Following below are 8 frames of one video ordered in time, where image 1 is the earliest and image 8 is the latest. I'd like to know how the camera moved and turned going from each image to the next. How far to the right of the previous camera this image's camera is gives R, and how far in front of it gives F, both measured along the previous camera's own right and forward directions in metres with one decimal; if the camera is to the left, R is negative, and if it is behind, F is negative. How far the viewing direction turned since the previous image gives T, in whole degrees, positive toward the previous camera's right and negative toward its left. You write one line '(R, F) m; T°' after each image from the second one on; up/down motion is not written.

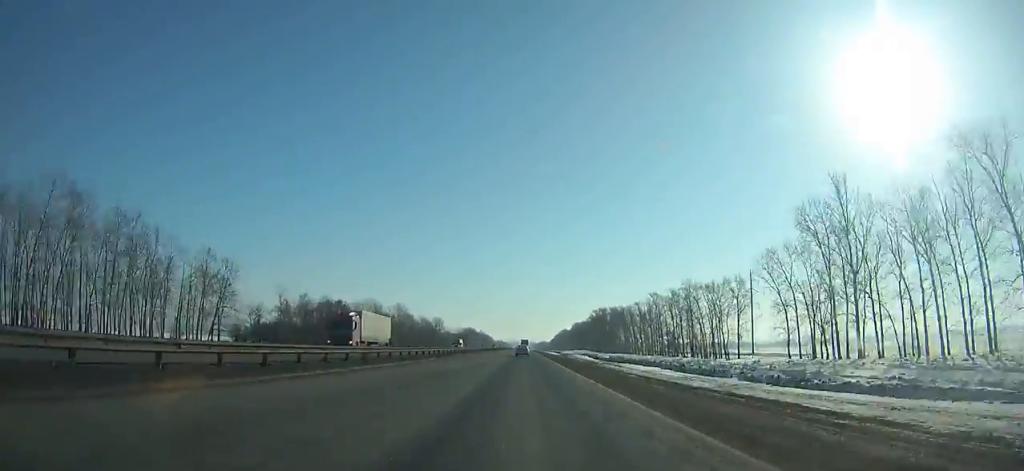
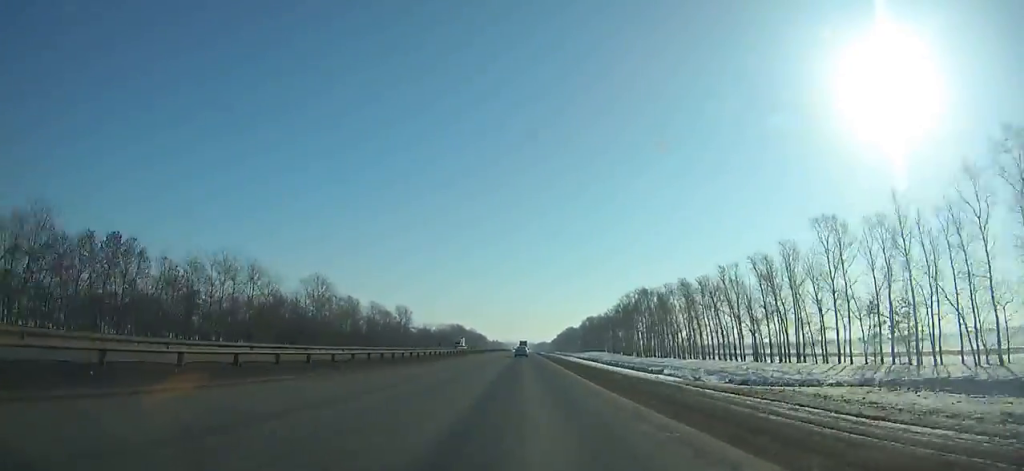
(0.0, +95.1) m; 0°
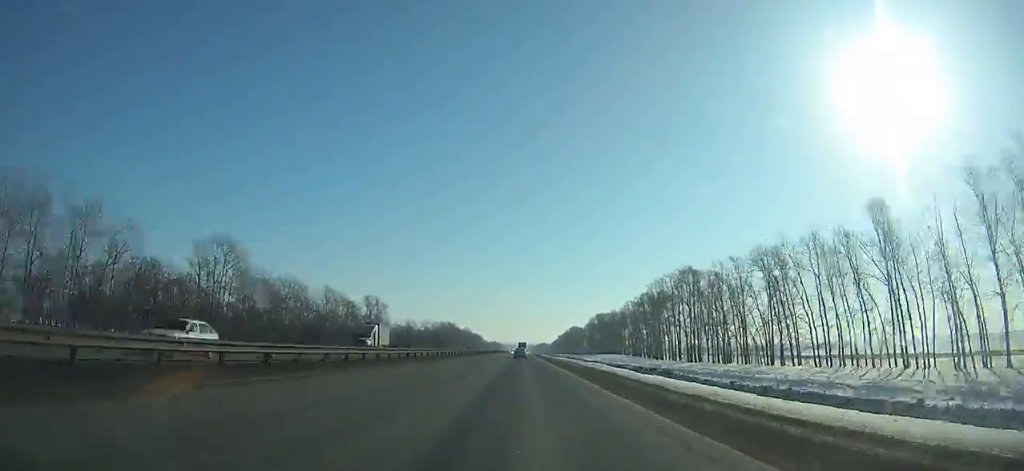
(+0.1, +49.2) m; 0°
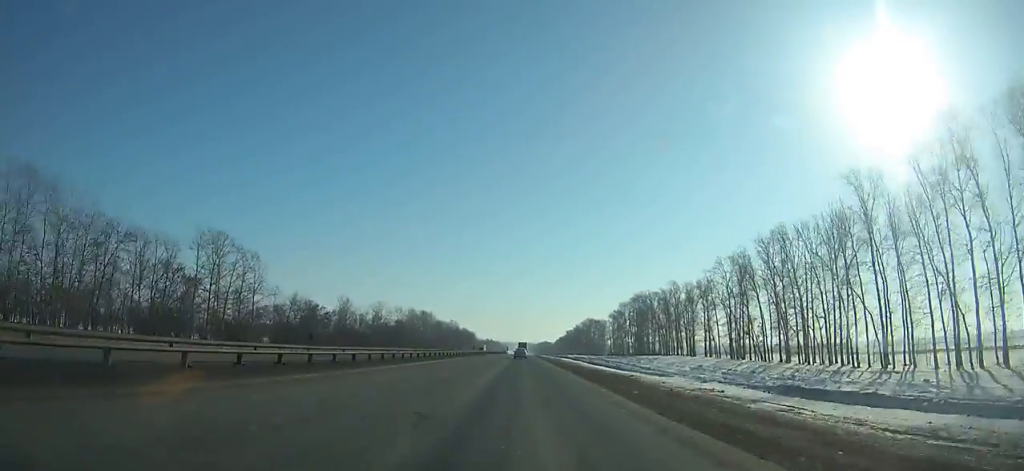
(-0.1, +104.8) m; 0°
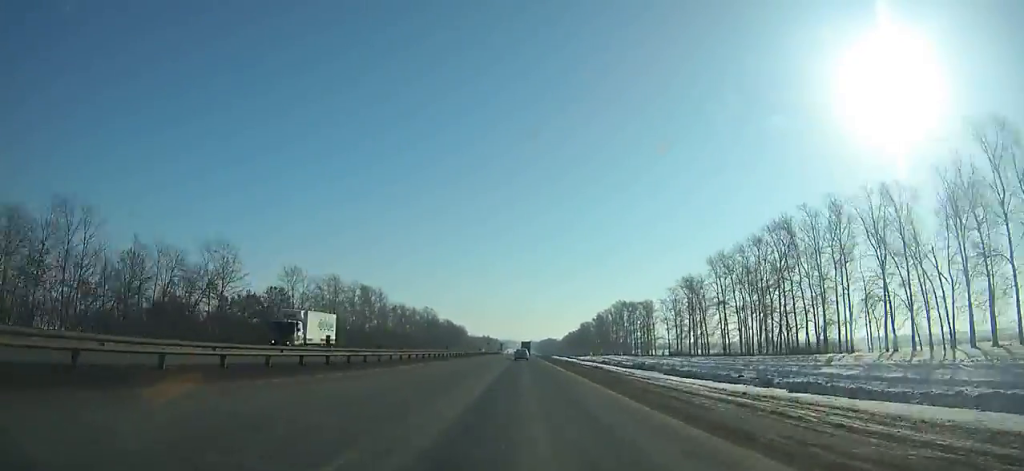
(-0.4, +113.9) m; 0°
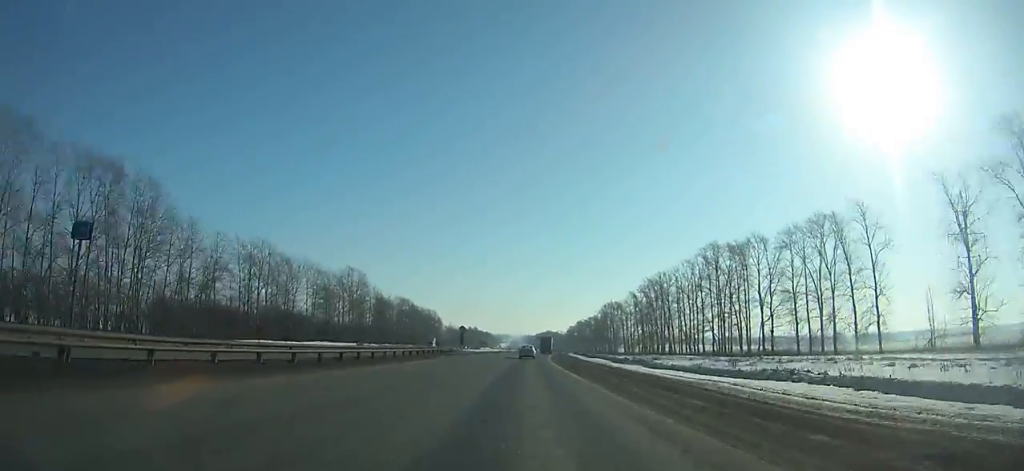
(+0.3, +126.6) m; +1°
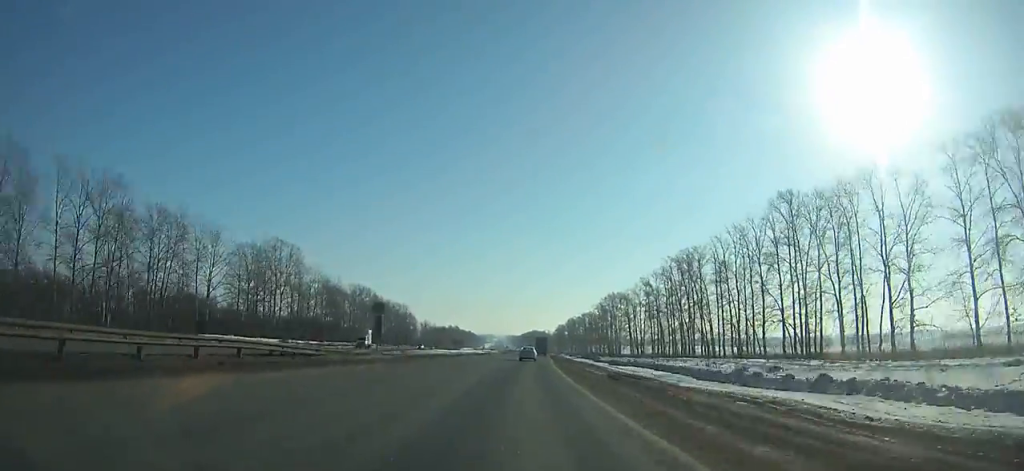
(+0.8, +42.9) m; +1°
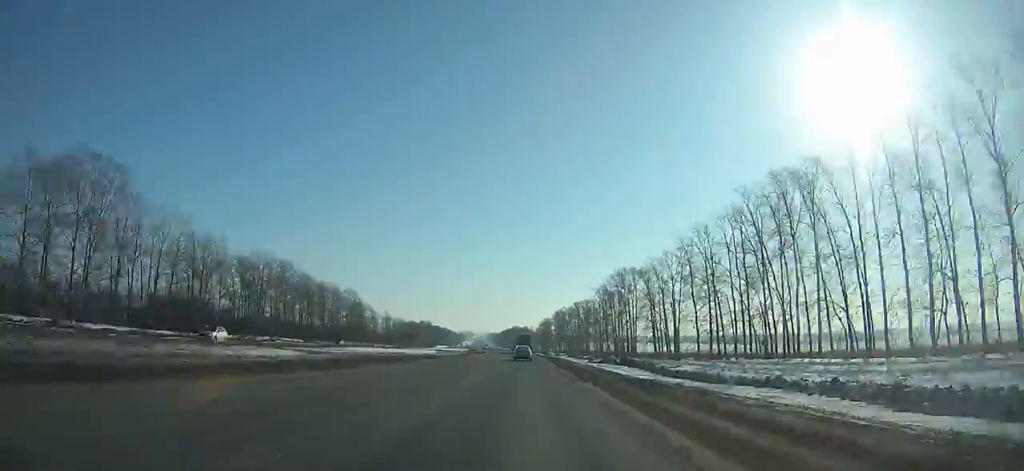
(+0.7, +58.3) m; +1°
